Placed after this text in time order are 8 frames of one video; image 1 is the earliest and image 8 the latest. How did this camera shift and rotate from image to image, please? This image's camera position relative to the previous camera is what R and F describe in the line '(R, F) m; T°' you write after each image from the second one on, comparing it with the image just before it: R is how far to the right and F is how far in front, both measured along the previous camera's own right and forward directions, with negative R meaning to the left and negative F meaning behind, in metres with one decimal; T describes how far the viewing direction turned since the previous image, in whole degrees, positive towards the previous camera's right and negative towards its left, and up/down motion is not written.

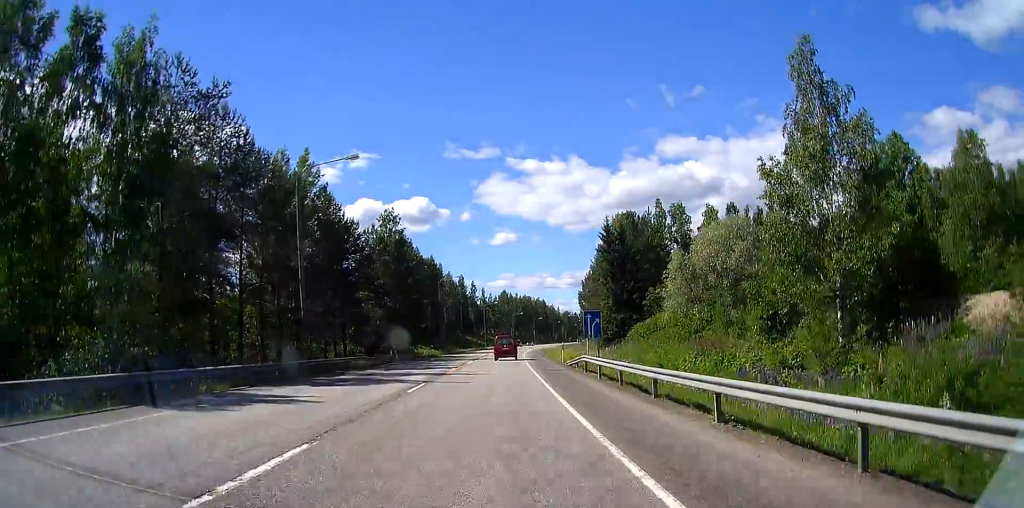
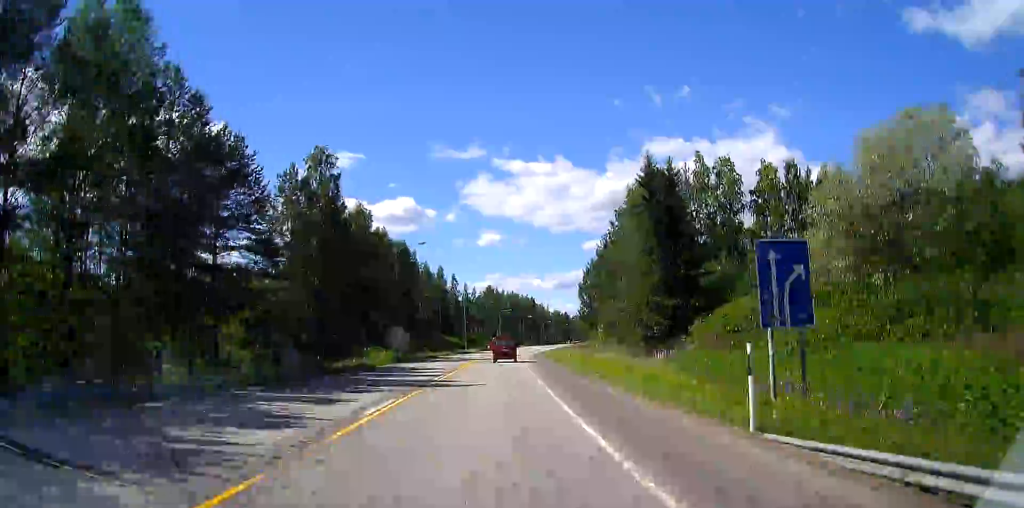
(+0.3, +28.7) m; +1°
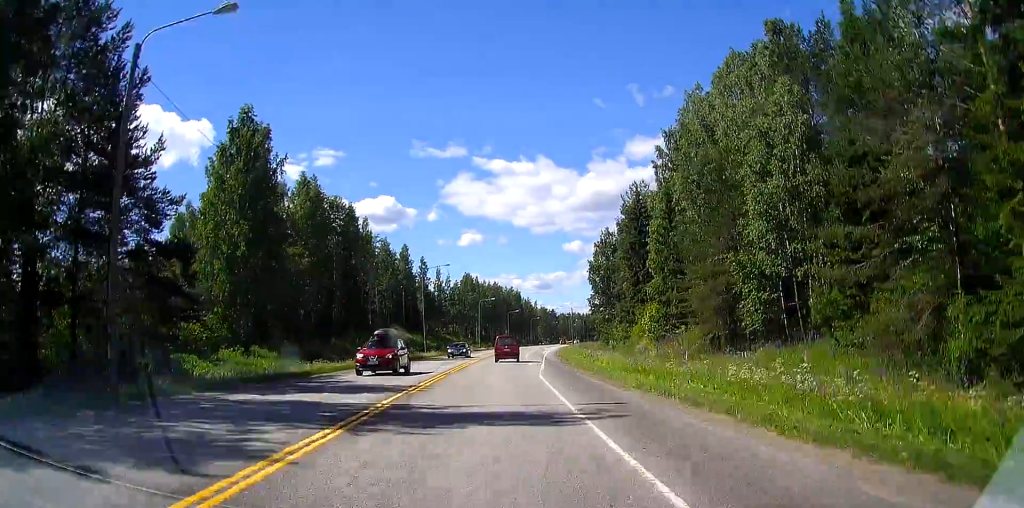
(+0.7, +40.3) m; +2°
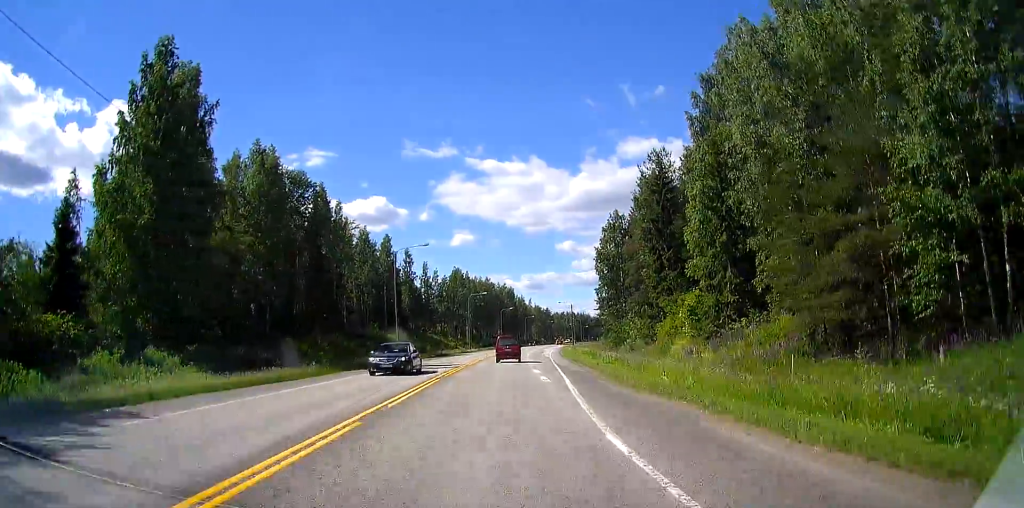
(0.0, +14.8) m; +1°
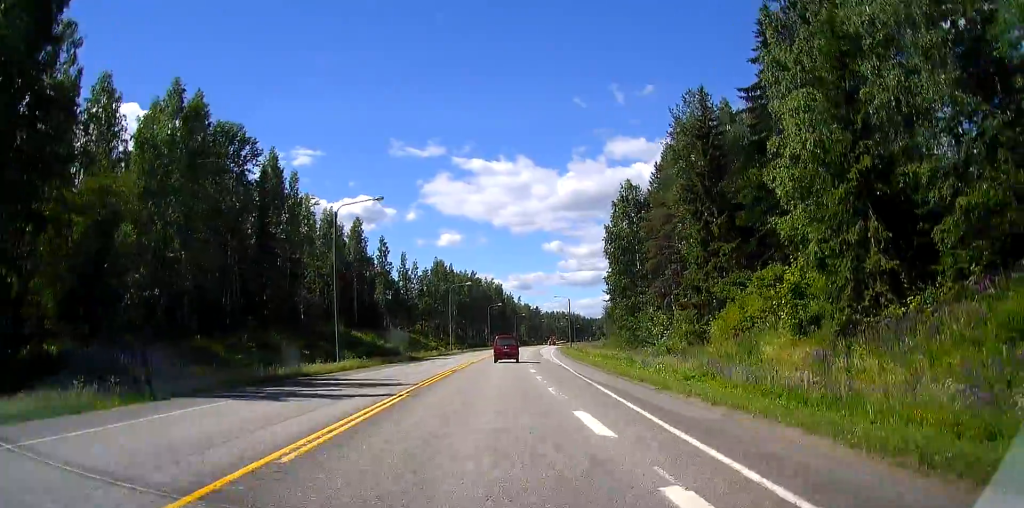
(+0.2, +18.0) m; +1°
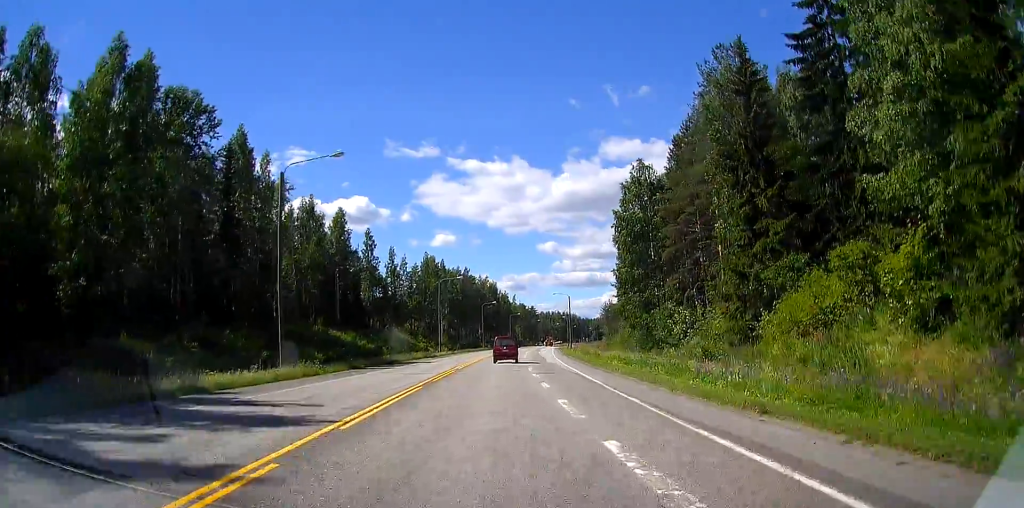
(+0.2, +9.5) m; +1°
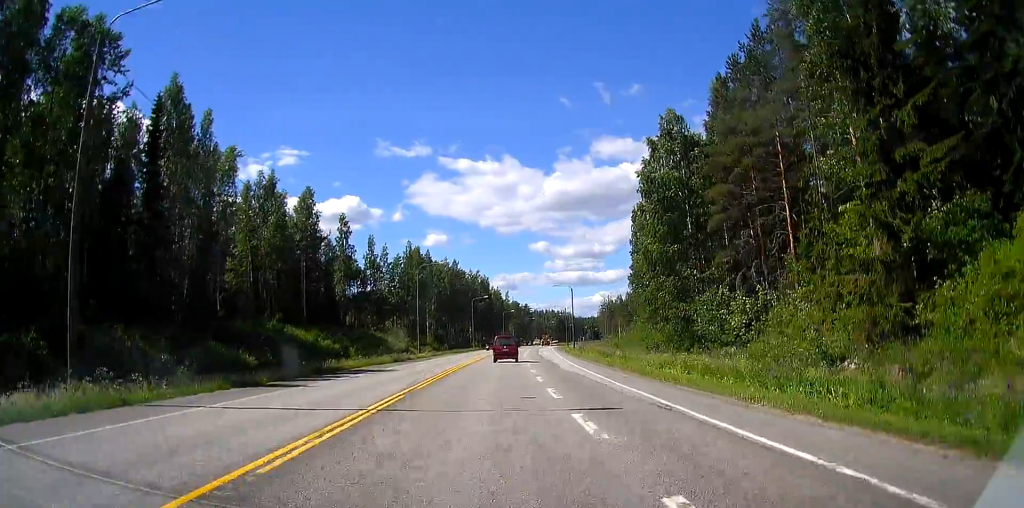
(0.0, +15.1) m; 0°
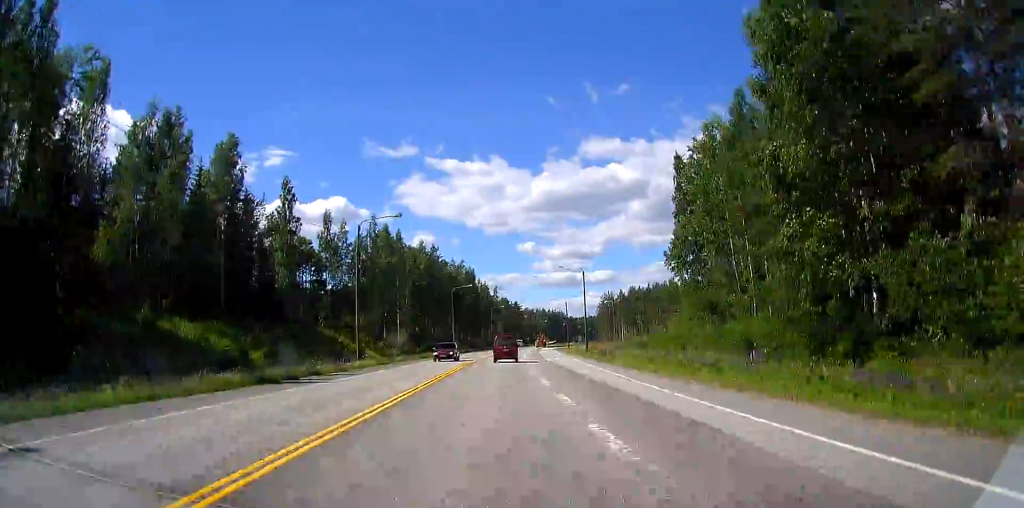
(+0.1, +25.7) m; +1°
